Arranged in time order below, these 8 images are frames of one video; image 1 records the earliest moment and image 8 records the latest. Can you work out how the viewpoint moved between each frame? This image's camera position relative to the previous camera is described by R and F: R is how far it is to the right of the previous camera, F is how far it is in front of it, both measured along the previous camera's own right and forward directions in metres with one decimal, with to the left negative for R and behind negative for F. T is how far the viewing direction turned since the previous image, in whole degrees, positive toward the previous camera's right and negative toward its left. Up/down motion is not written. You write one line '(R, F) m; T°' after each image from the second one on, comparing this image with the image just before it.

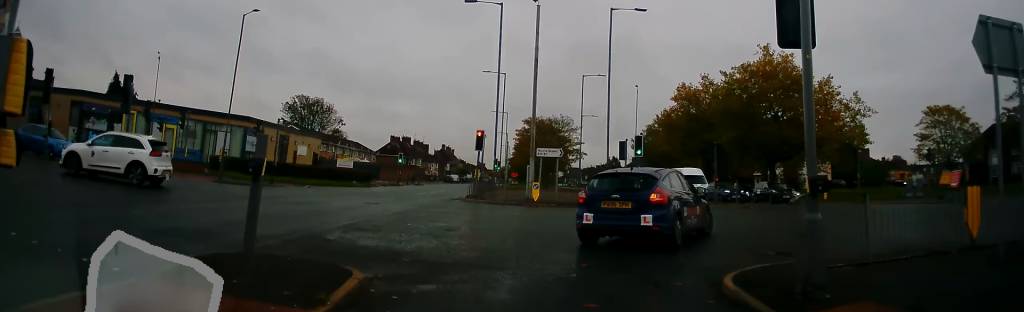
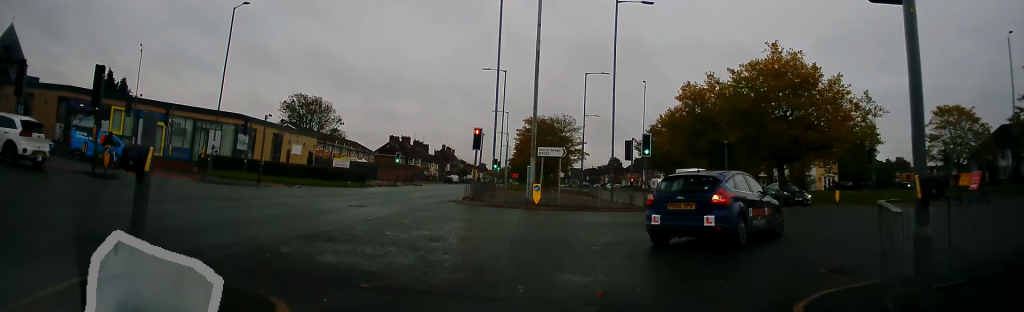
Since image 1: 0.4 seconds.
(-0.1, +1.7) m; +2°
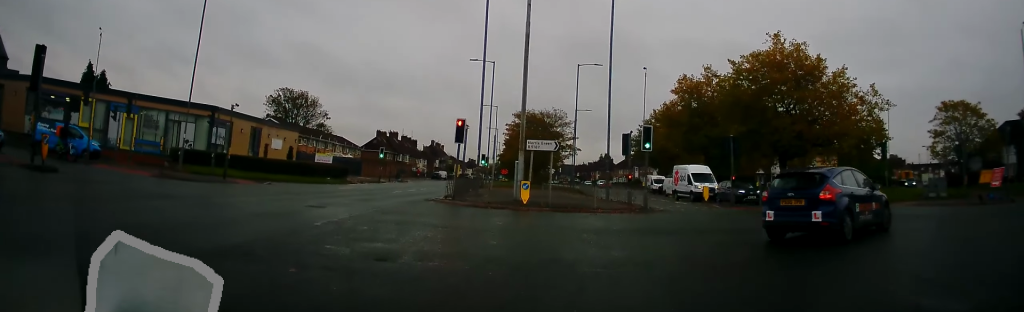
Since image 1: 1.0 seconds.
(+0.1, +2.6) m; +4°
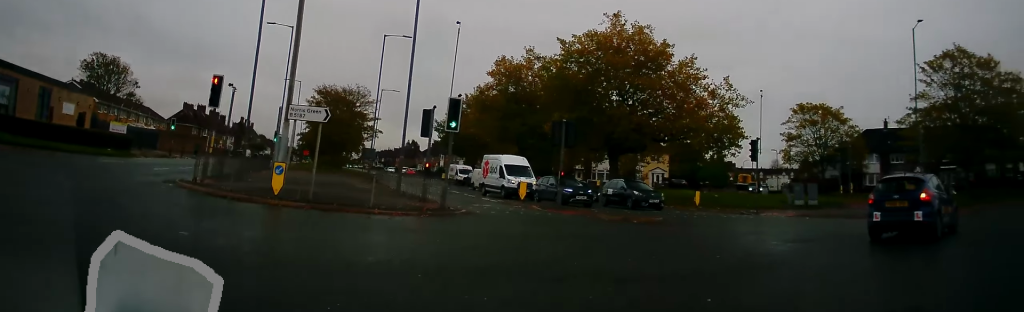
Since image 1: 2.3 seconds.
(+0.6, +6.3) m; +14°
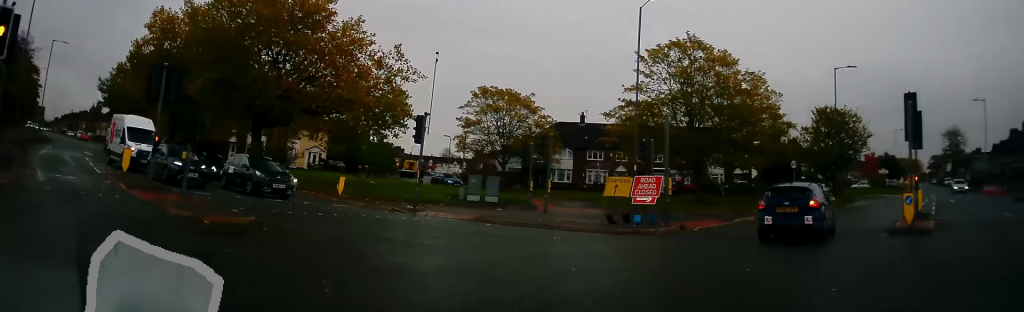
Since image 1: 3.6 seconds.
(+1.2, +7.1) m; +26°
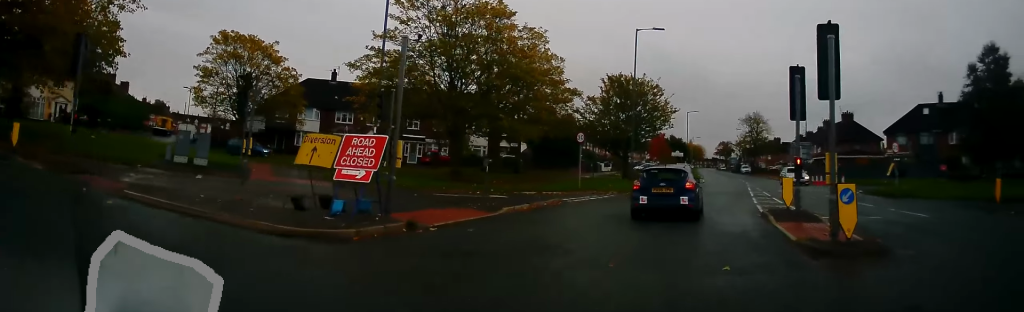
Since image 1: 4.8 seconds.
(+1.9, +7.2) m; +26°
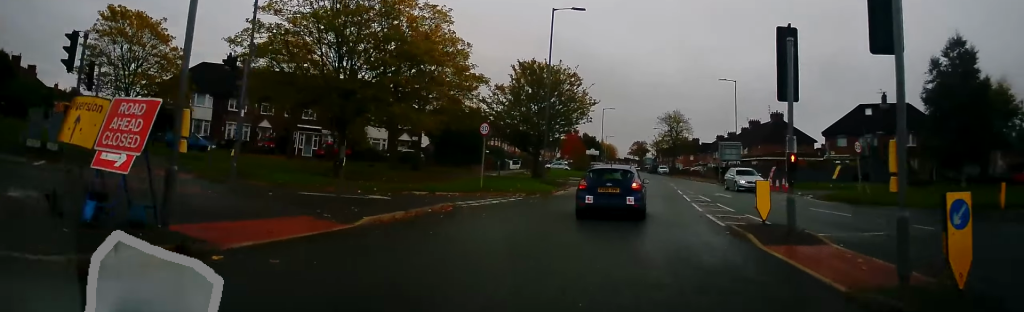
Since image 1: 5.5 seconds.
(+0.6, +4.7) m; +7°
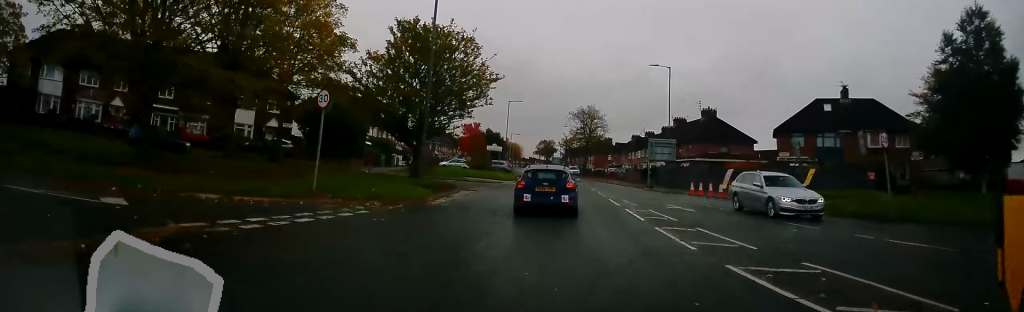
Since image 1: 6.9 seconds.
(+0.7, +9.7) m; +10°
